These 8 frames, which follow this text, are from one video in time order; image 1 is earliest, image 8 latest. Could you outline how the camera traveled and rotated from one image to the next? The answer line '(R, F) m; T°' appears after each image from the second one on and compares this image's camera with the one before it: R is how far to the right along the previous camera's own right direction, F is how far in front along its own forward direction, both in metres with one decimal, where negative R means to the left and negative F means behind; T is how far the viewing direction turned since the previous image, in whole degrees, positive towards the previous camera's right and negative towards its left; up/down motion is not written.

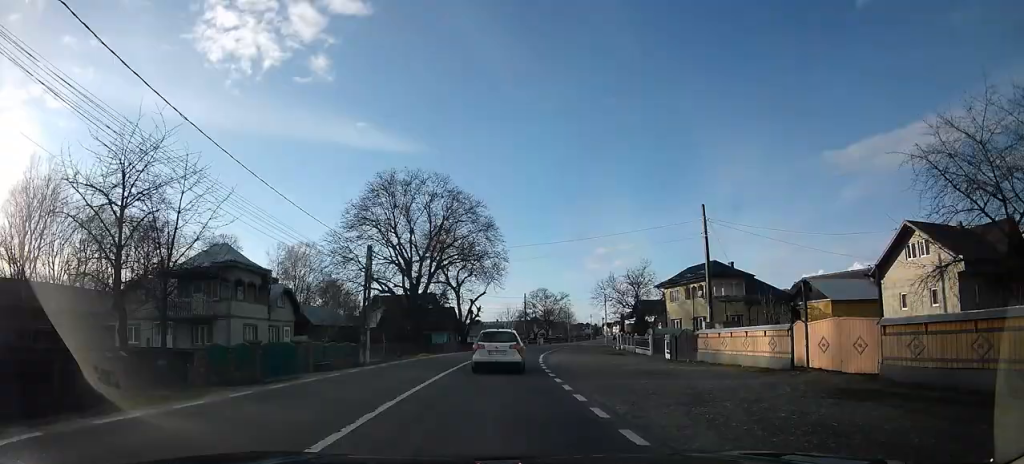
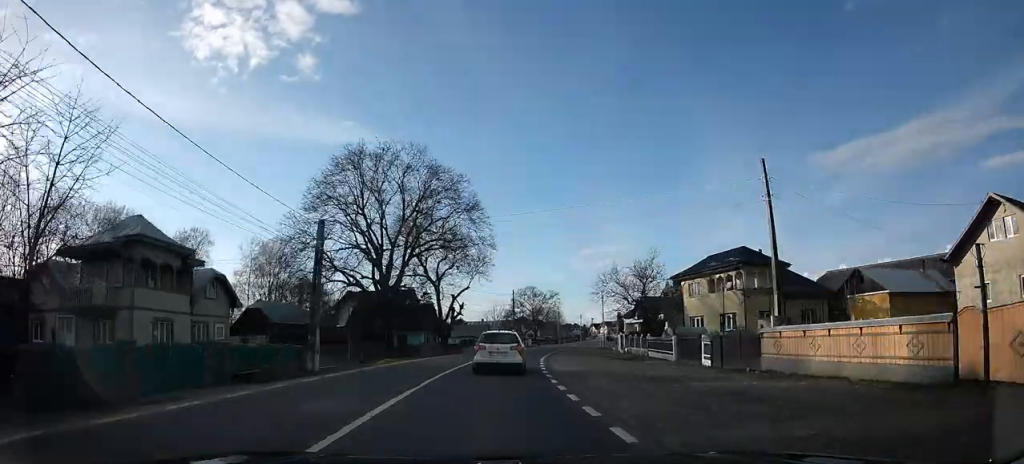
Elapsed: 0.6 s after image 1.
(-0.5, +8.1) m; -1°
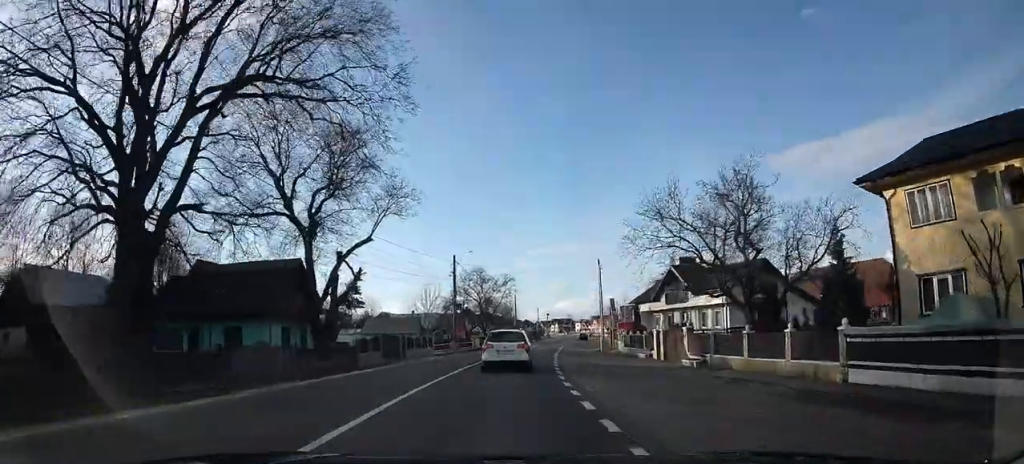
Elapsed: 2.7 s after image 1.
(+3.7, +27.8) m; +14°
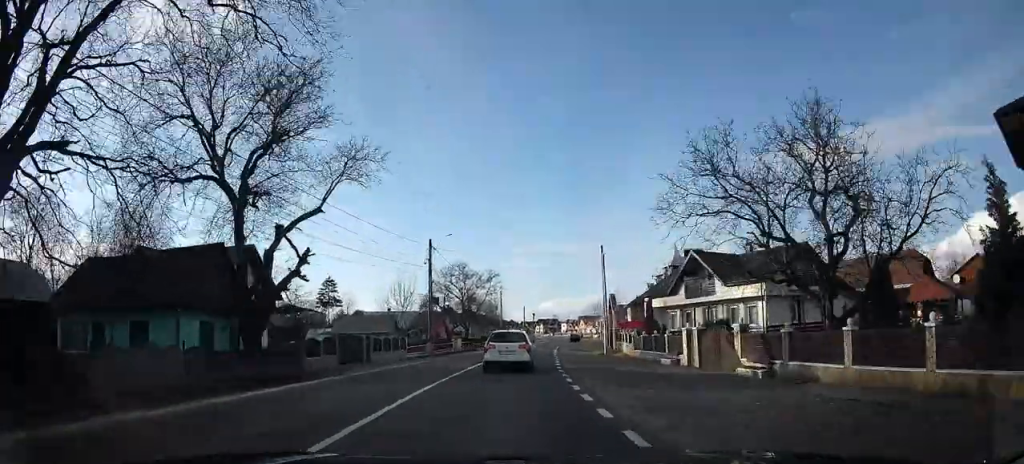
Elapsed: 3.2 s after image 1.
(+0.3, +6.9) m; +1°
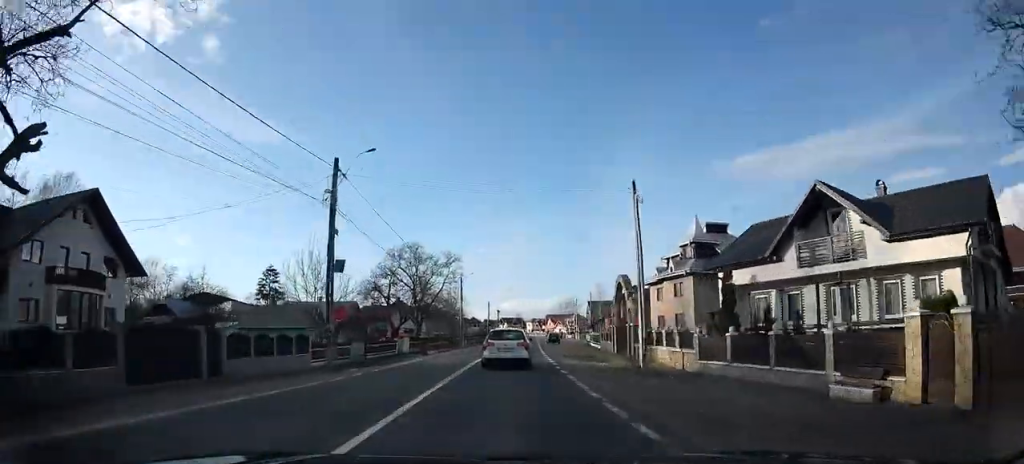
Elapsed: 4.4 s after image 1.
(-0.1, +14.6) m; 0°
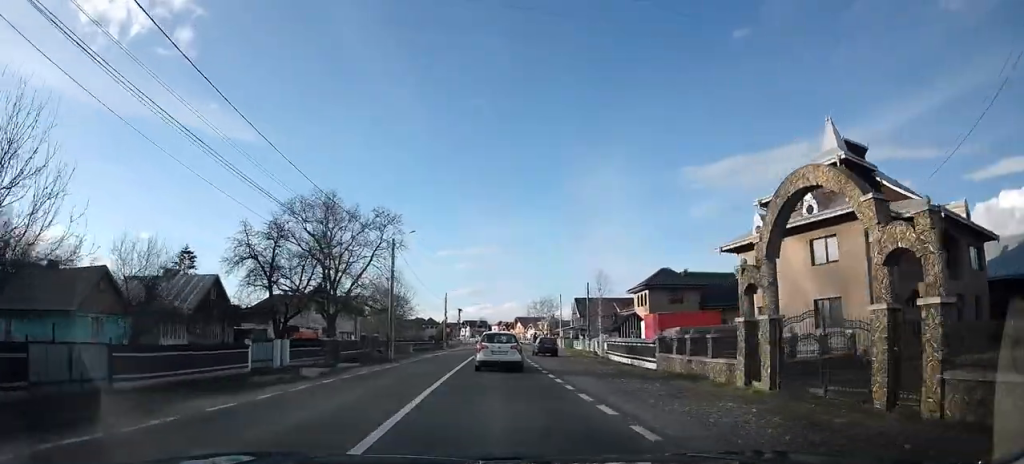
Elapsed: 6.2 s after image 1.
(+1.7, +21.8) m; +5°
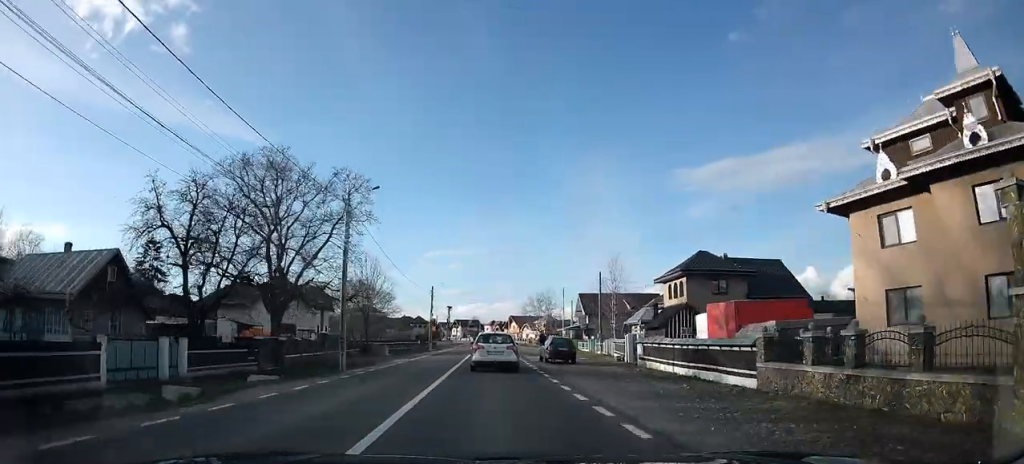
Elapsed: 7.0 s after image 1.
(-0.4, +9.5) m; 0°
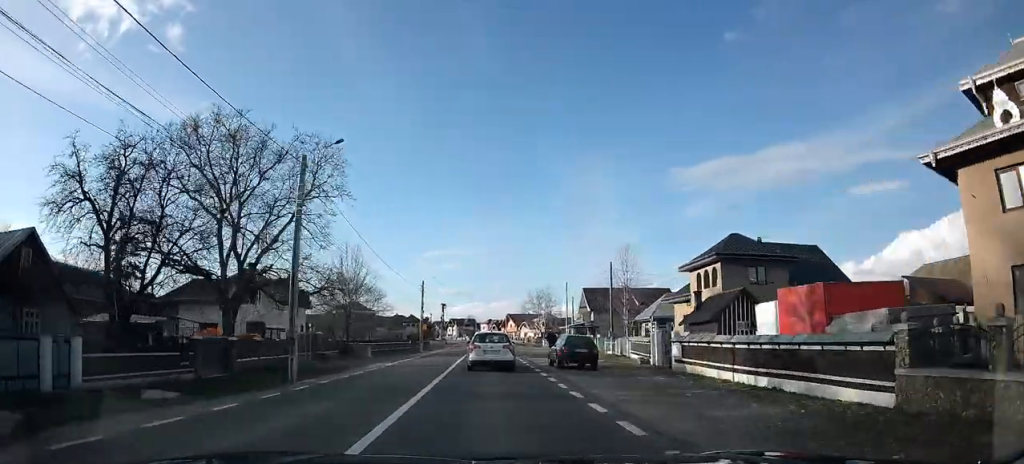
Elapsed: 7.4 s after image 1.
(-0.3, +5.7) m; 0°
